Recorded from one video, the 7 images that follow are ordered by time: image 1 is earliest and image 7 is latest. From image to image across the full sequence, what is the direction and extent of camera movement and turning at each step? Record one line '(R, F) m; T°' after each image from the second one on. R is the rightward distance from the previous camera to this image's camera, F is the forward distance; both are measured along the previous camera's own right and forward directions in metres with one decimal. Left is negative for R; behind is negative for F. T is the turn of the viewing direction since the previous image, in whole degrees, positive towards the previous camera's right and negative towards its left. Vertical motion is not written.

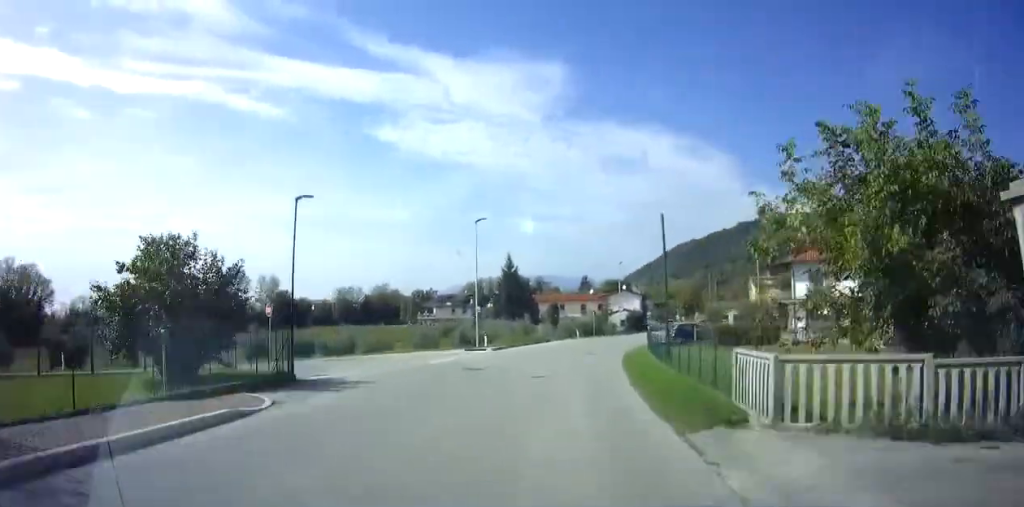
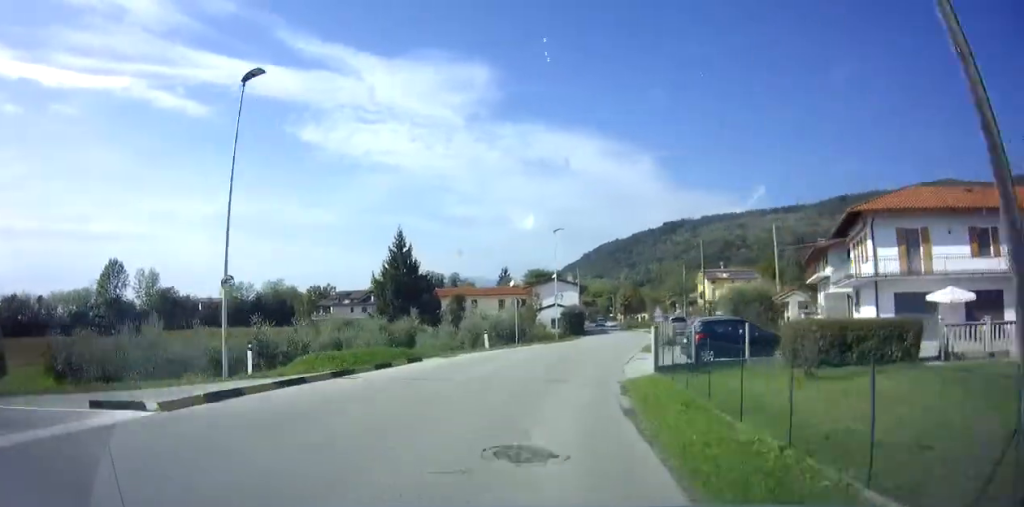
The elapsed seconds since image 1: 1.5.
(+2.1, +21.9) m; +12°
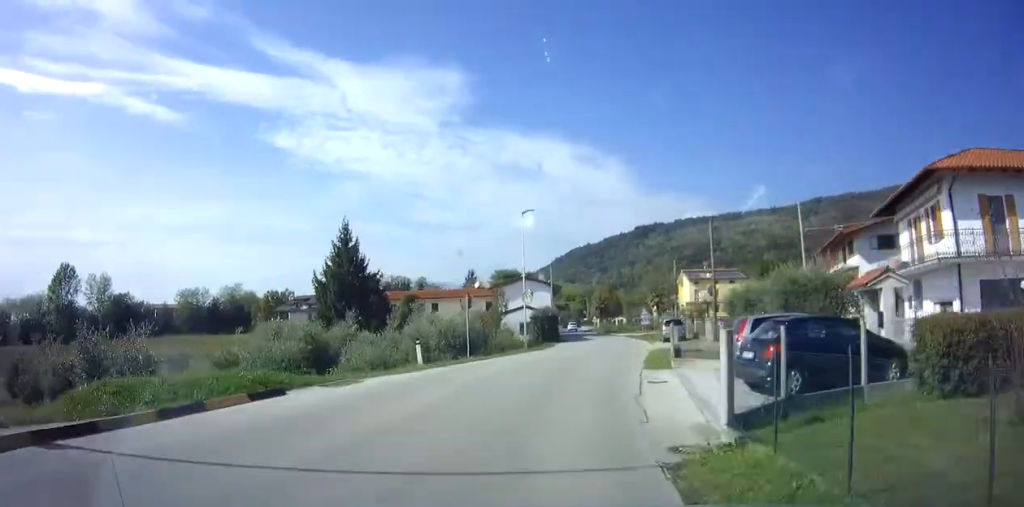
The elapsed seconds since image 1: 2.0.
(+0.5, +7.9) m; +4°
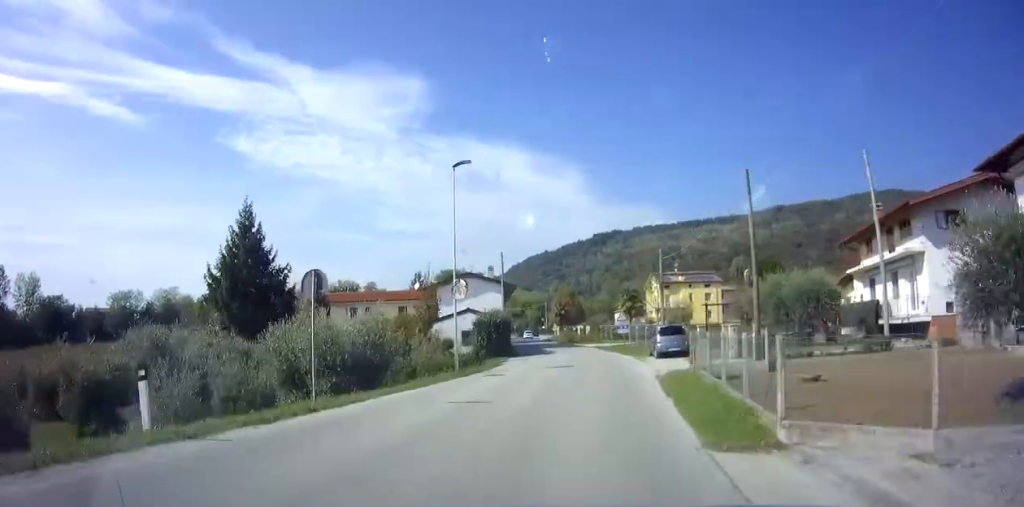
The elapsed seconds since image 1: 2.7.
(0.0, +10.6) m; 0°
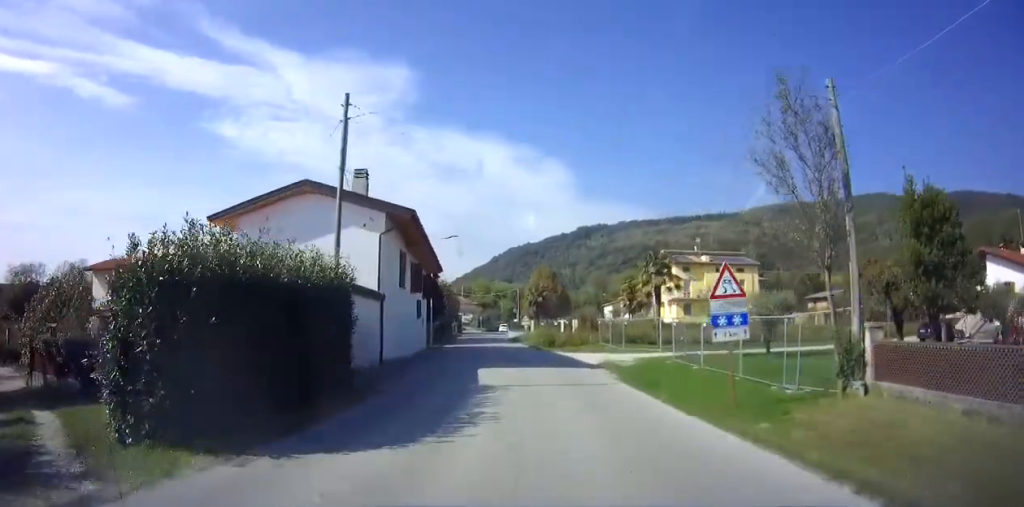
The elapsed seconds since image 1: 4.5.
(0.0, +27.4) m; -1°
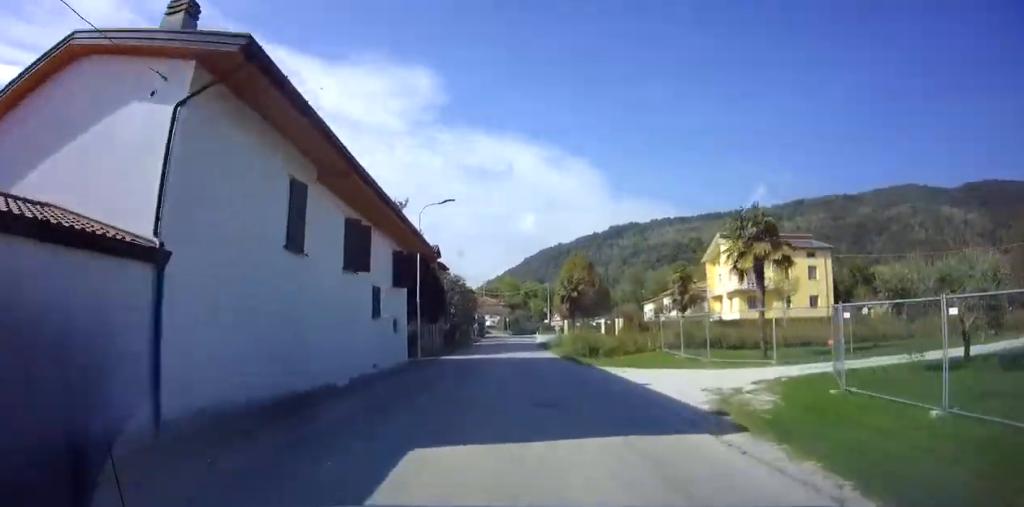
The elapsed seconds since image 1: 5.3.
(-0.2, +12.2) m; -2°
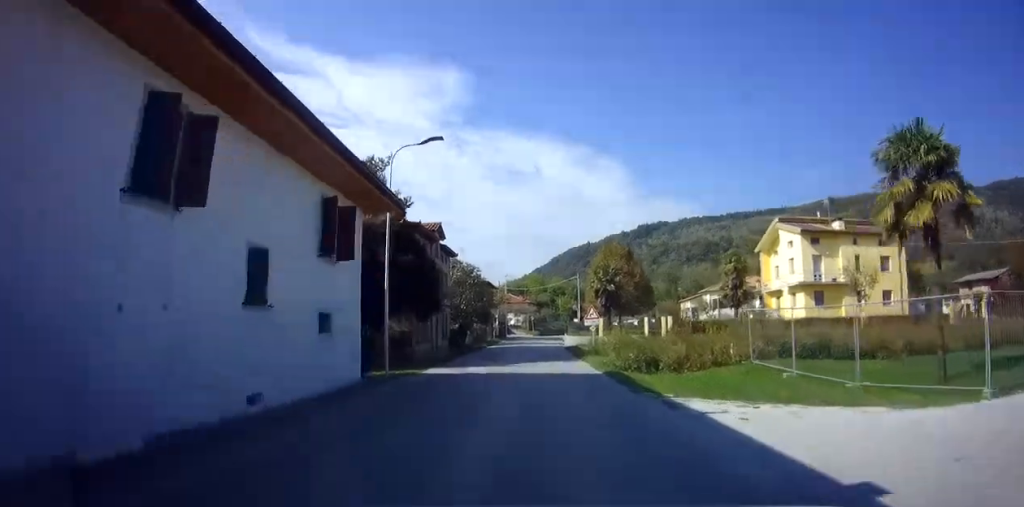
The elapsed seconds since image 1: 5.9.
(-0.2, +9.1) m; -2°
